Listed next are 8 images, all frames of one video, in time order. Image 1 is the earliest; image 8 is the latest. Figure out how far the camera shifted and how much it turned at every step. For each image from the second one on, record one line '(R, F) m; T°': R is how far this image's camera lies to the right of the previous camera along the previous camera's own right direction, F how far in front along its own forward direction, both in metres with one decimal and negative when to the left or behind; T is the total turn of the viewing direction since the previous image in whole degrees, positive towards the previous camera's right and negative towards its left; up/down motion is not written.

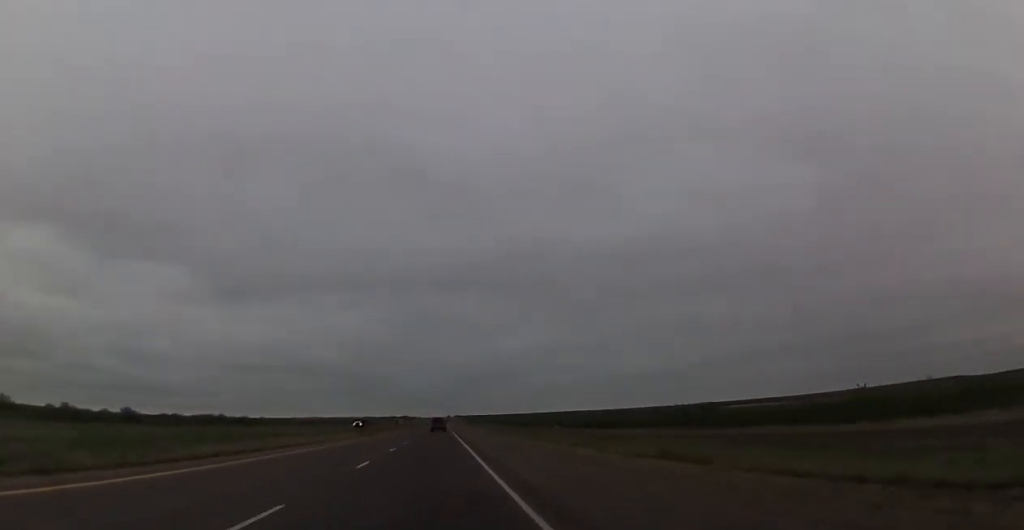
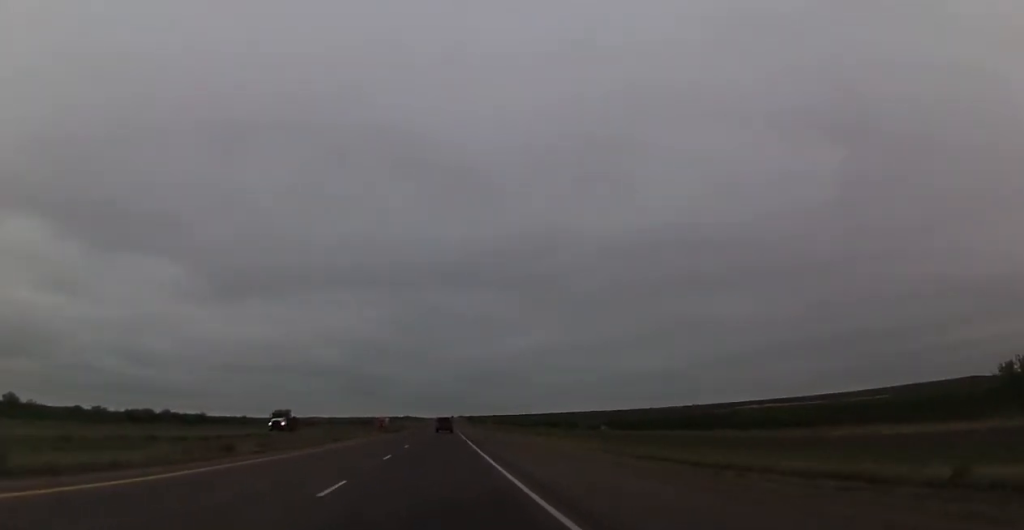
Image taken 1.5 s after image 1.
(-0.2, +56.1) m; 0°
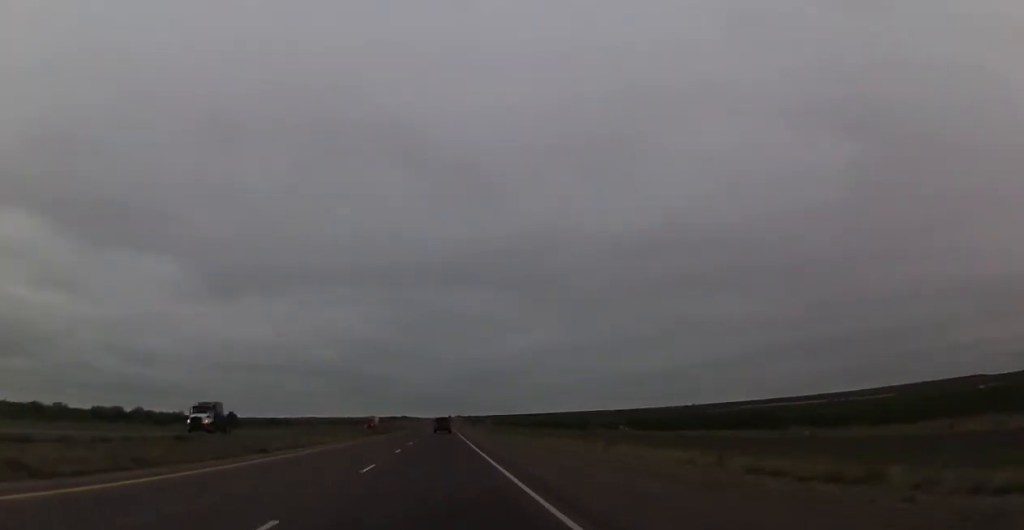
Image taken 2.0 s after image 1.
(+0.1, +18.3) m; 0°
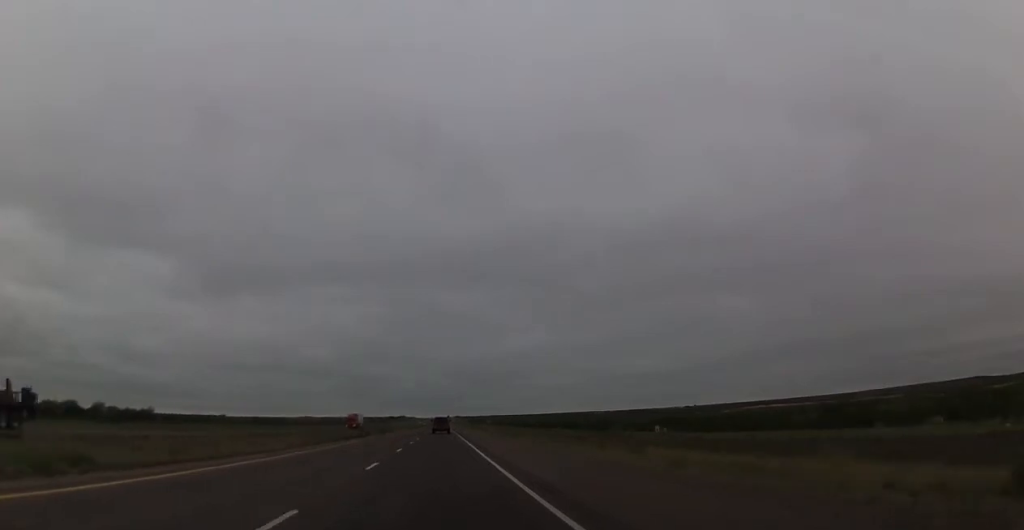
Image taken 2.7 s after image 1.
(+0.1, +23.1) m; 0°
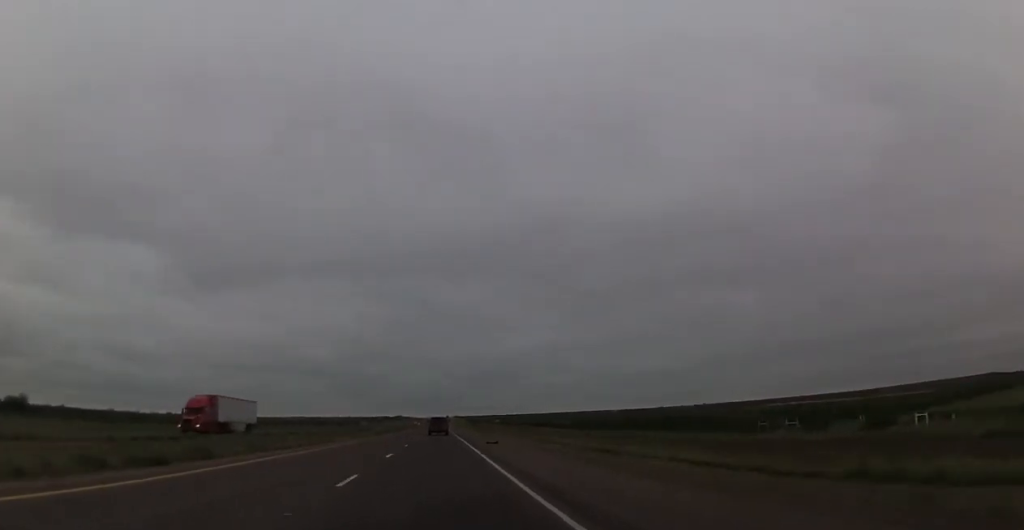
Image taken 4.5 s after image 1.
(-0.8, +65.8) m; -1°
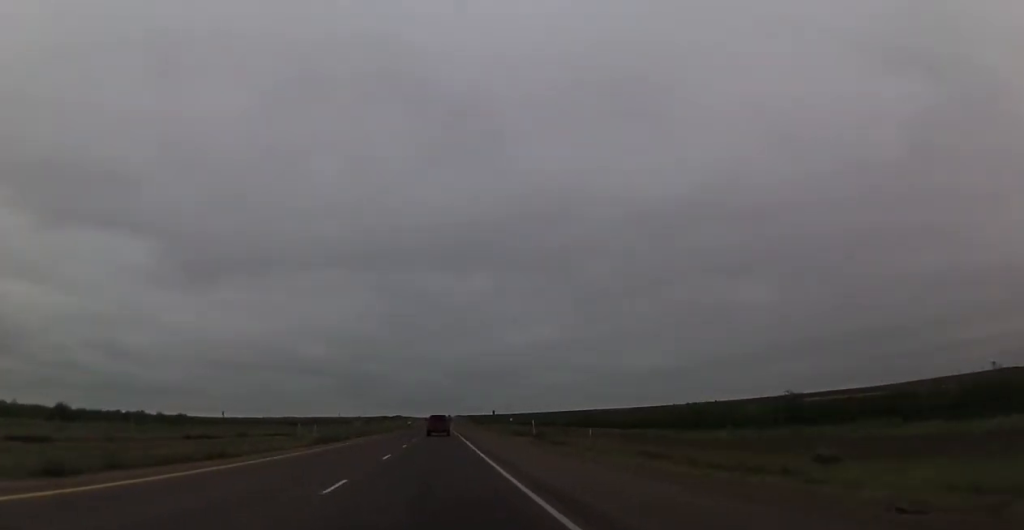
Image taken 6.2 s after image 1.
(+0.7, +62.2) m; +1°
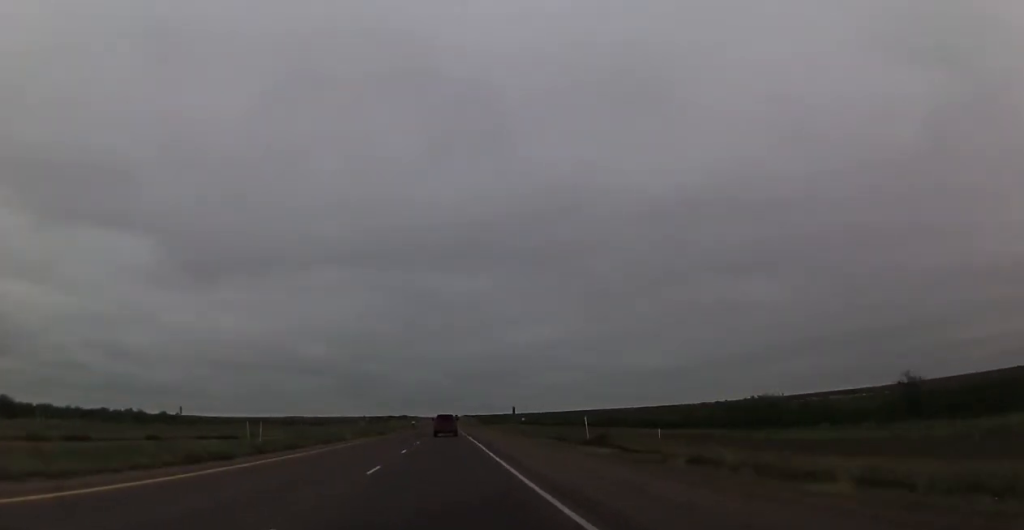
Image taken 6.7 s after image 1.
(0.0, +19.5) m; 0°
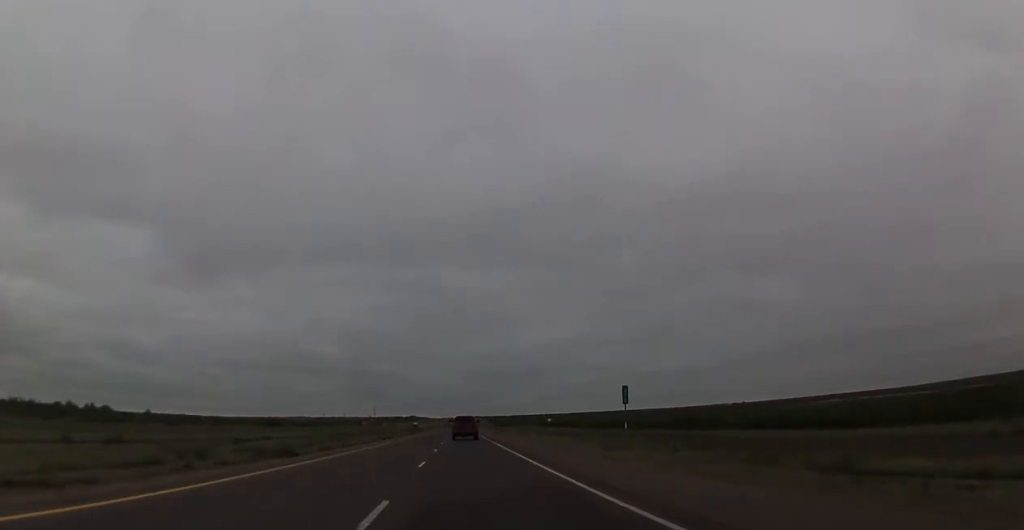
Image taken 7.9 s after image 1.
(+0.2, +45.2) m; 0°
